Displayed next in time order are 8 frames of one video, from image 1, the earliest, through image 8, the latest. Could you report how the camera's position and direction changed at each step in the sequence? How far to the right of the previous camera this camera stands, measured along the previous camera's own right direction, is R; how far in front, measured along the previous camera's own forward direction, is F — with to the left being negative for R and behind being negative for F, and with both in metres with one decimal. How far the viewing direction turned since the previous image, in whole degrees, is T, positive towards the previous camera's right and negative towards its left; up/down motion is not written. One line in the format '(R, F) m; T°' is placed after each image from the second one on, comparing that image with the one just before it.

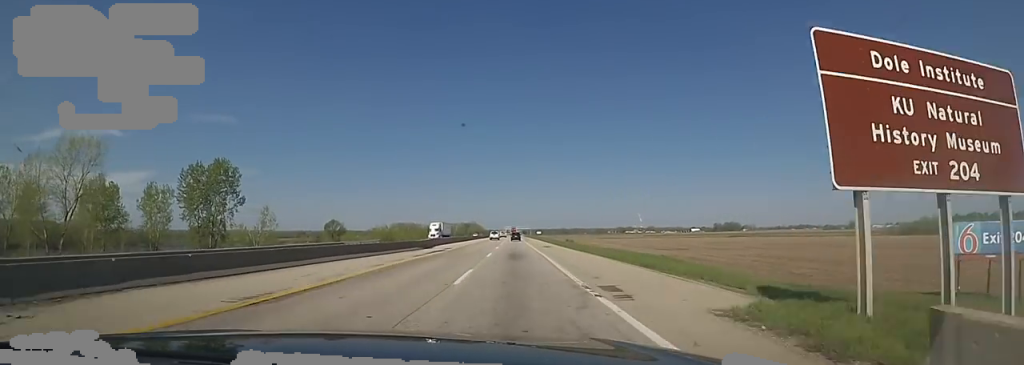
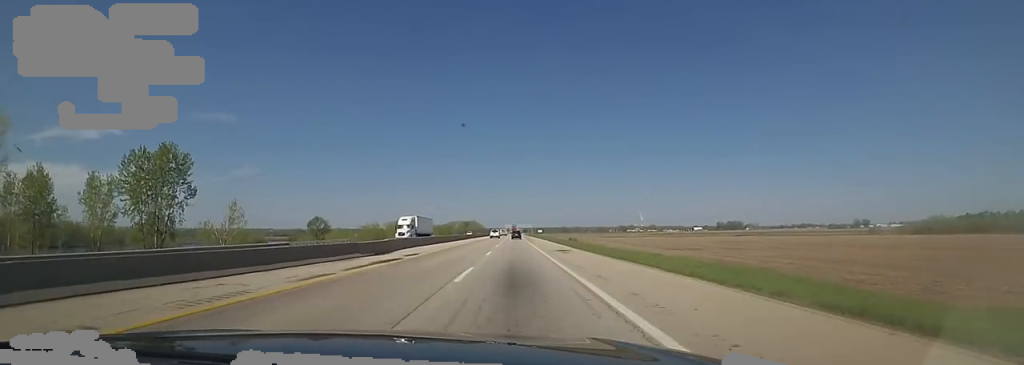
(+0.6, +15.3) m; 0°
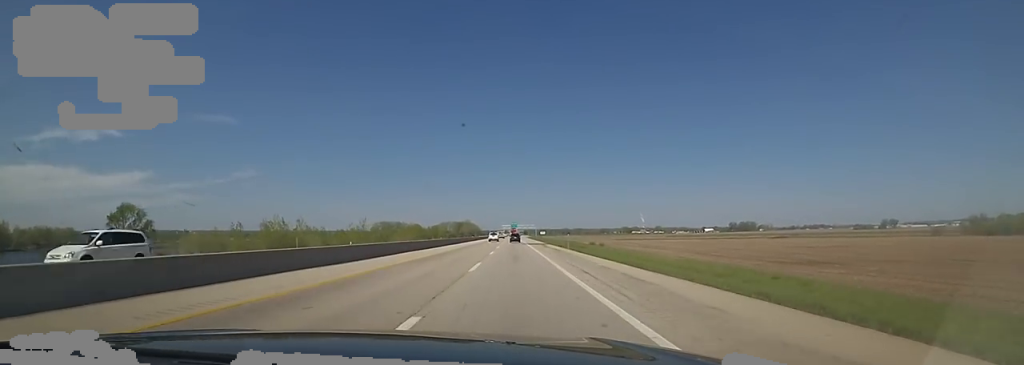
(-1.9, +85.7) m; -2°
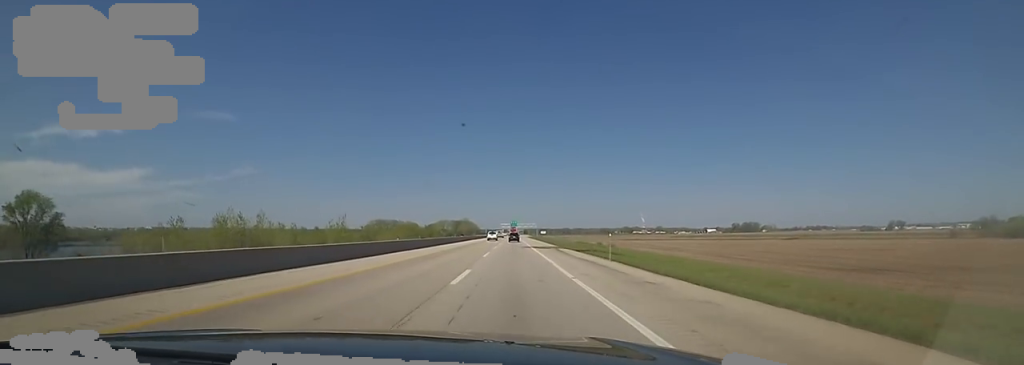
(0.0, +20.4) m; 0°
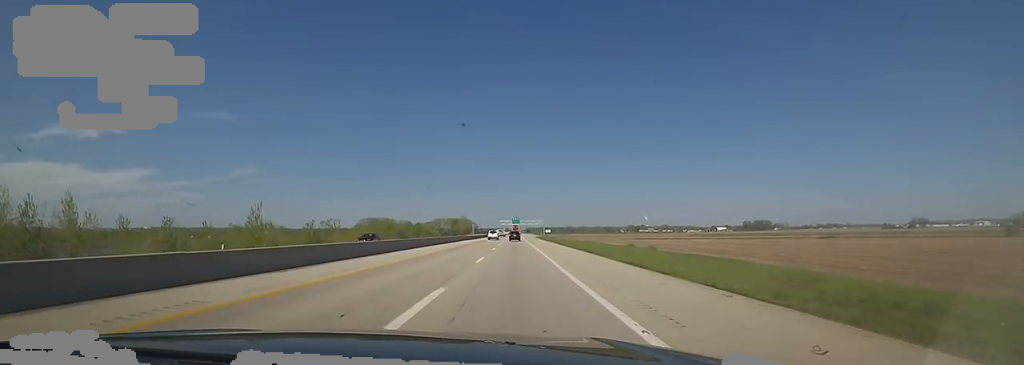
(0.0, +52.9) m; +2°
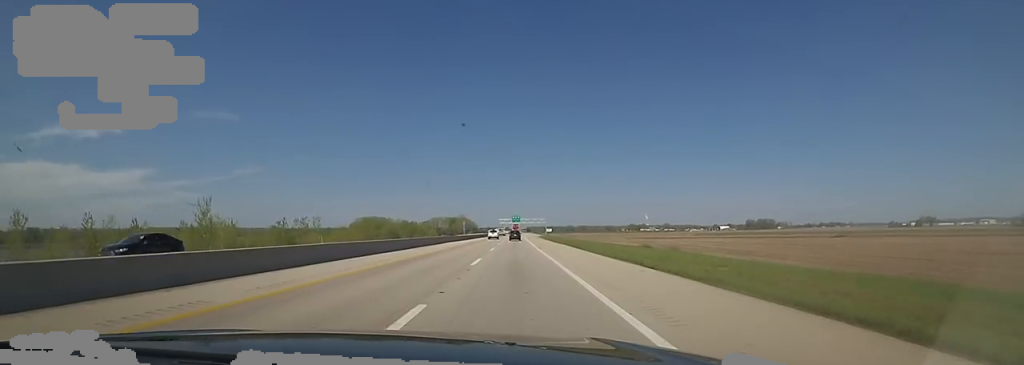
(+0.4, +18.0) m; 0°
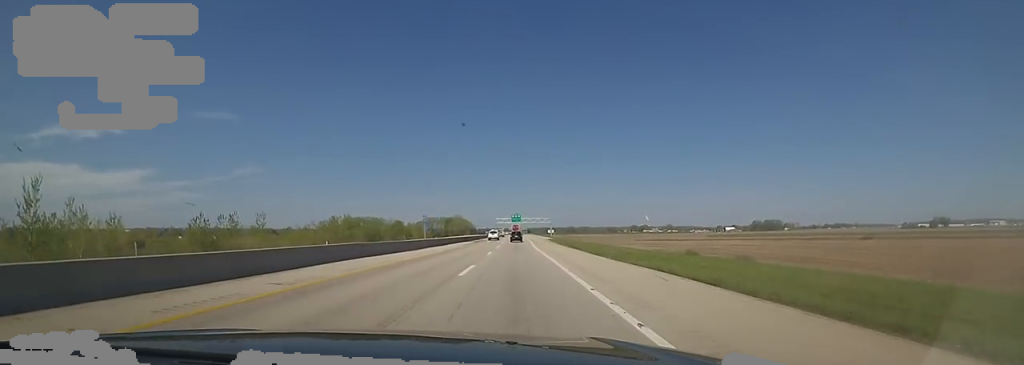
(+0.5, +34.7) m; -1°
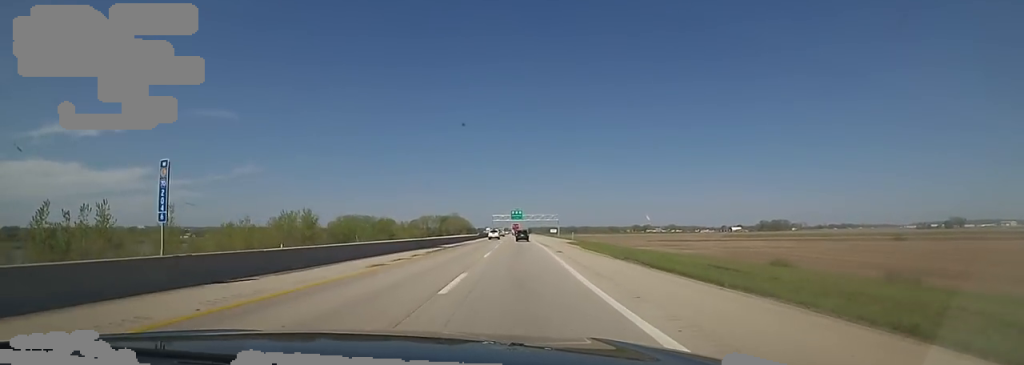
(-1.0, +34.5) m; -2°
